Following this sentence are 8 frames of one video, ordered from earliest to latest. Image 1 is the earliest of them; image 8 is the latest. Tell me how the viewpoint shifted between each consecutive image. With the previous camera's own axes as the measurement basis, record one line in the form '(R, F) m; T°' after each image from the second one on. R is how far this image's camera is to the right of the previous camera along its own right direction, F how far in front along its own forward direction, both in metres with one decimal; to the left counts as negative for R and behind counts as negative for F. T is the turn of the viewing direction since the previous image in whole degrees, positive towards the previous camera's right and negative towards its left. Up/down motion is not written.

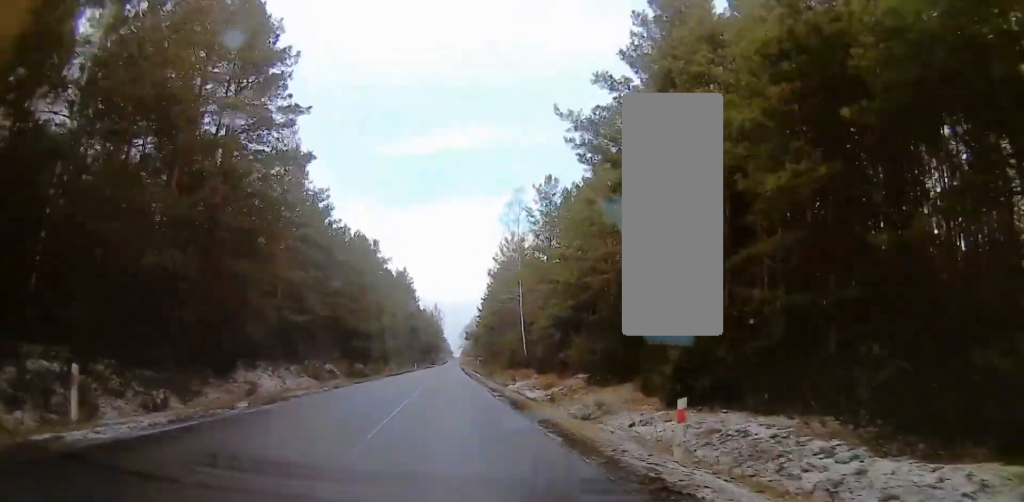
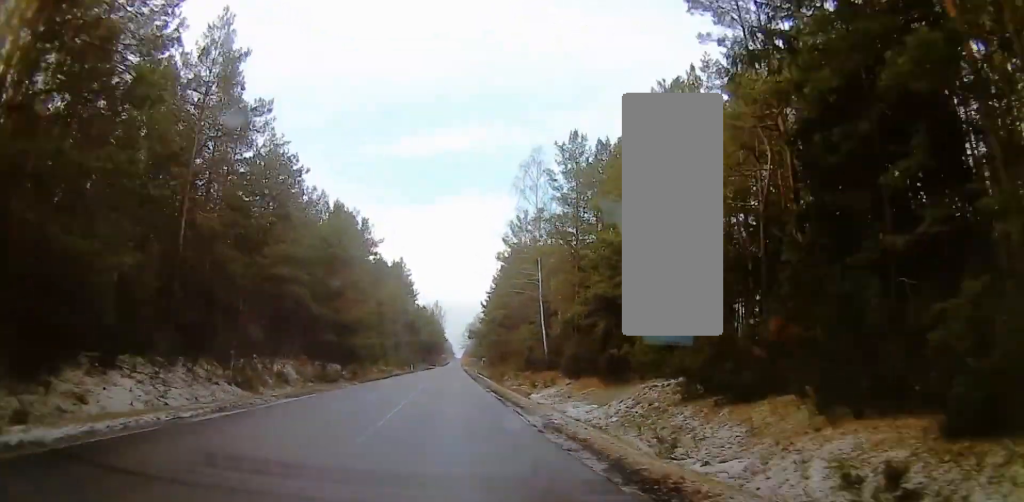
(+0.3, +13.3) m; +2°
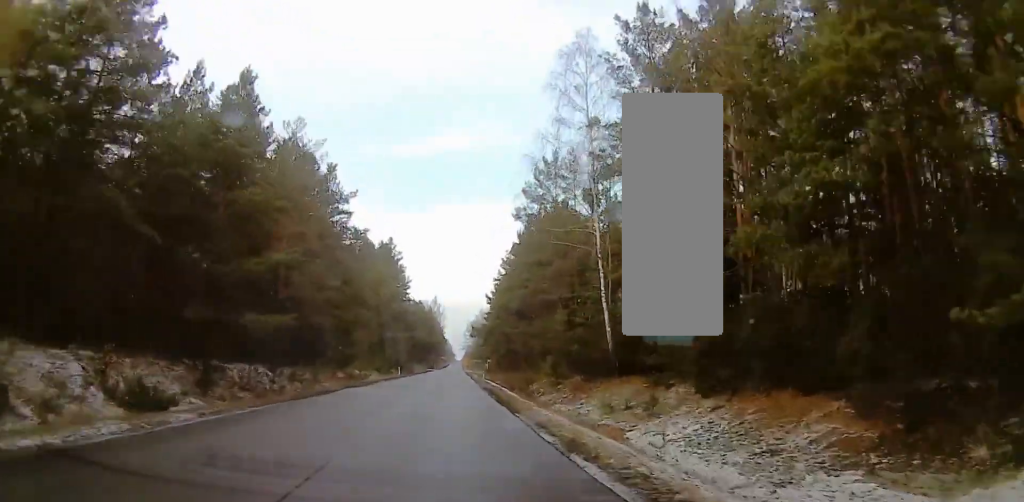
(+0.4, +20.9) m; +1°
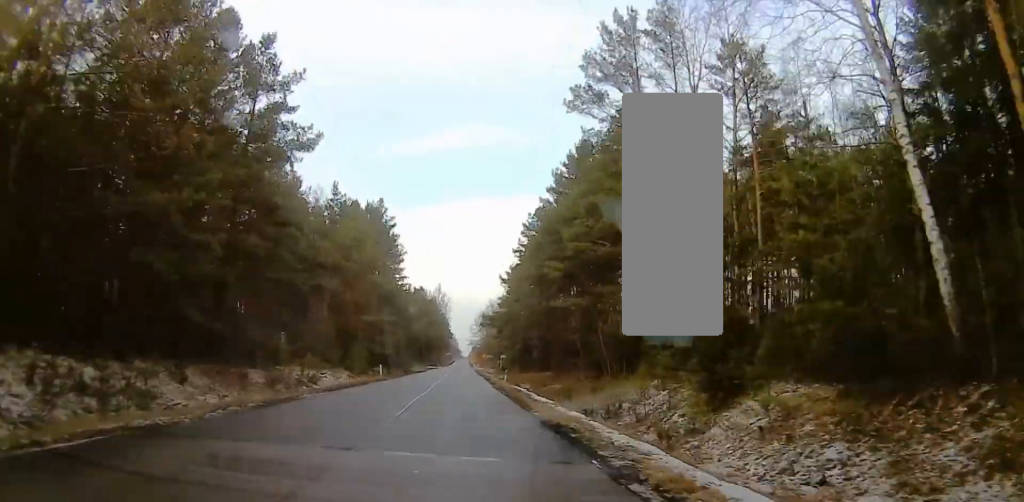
(0.0, +22.3) m; 0°
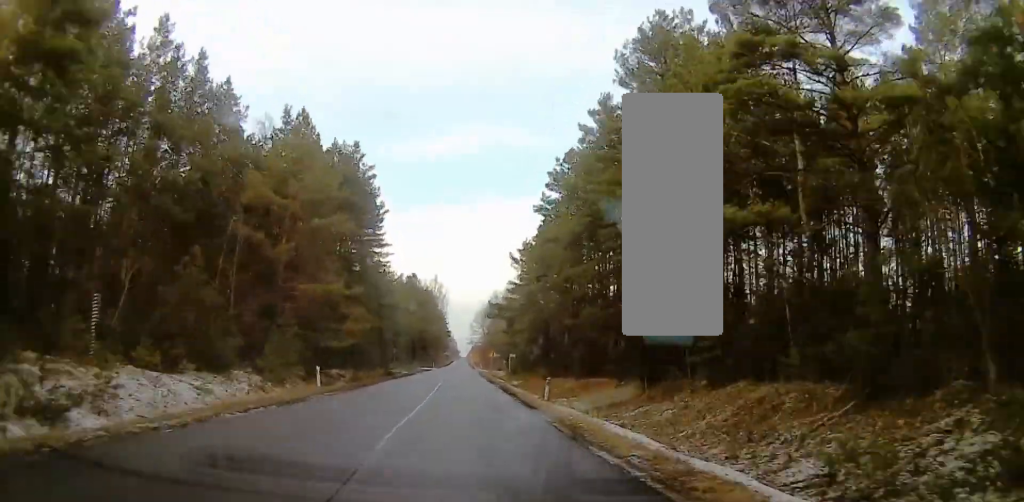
(0.0, +21.2) m; 0°
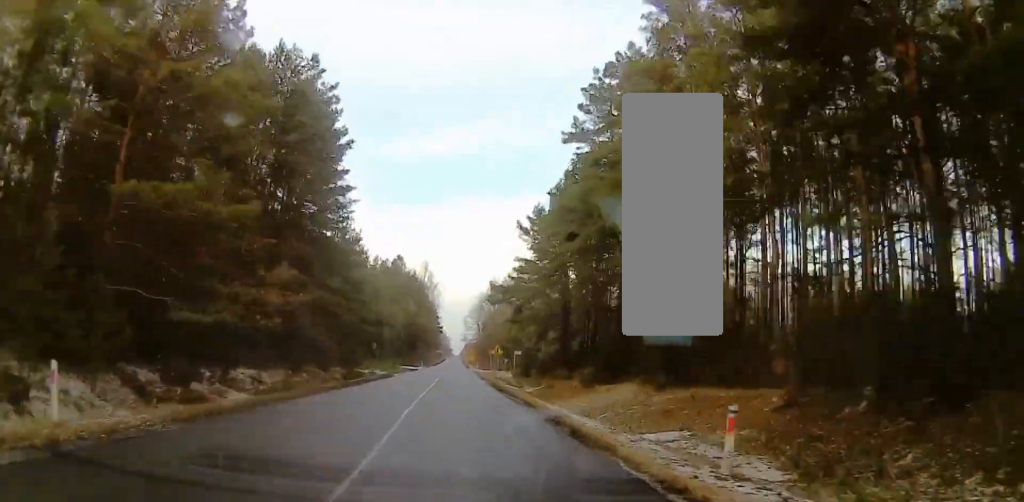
(0.0, +17.3) m; 0°
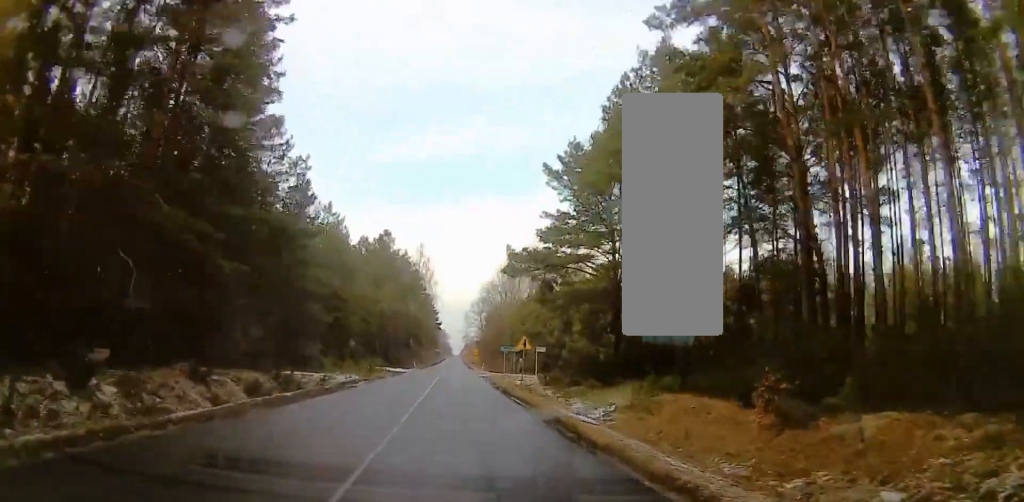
(0.0, +18.5) m; 0°
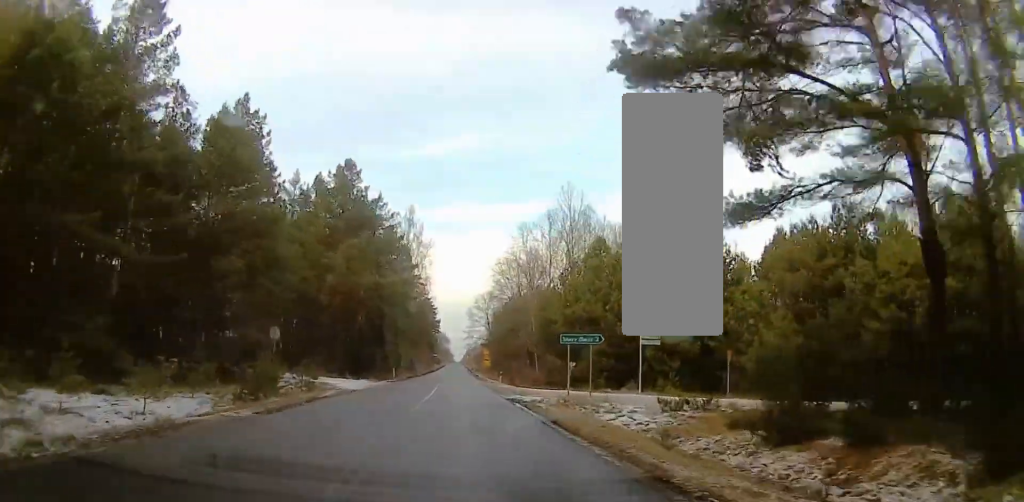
(0.0, +30.4) m; 0°
